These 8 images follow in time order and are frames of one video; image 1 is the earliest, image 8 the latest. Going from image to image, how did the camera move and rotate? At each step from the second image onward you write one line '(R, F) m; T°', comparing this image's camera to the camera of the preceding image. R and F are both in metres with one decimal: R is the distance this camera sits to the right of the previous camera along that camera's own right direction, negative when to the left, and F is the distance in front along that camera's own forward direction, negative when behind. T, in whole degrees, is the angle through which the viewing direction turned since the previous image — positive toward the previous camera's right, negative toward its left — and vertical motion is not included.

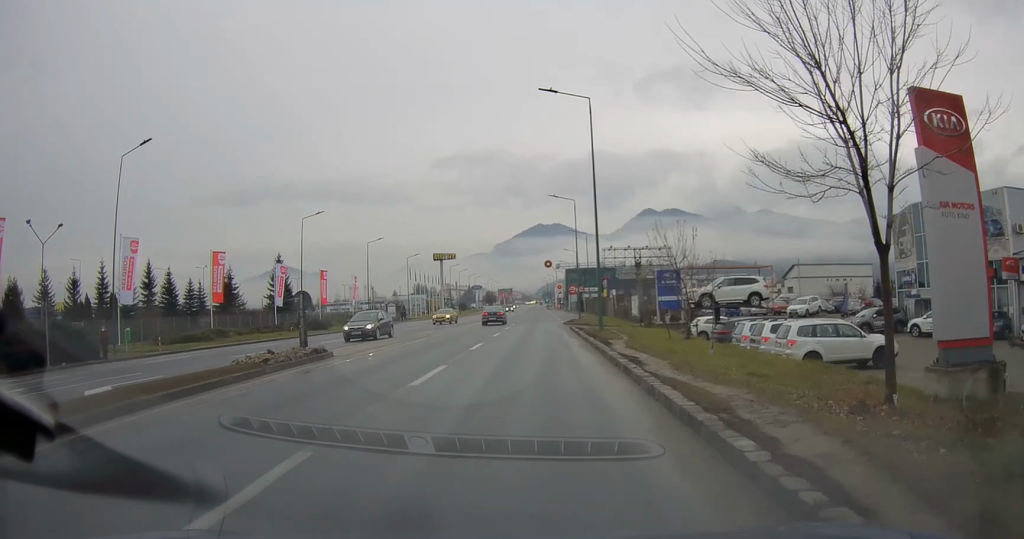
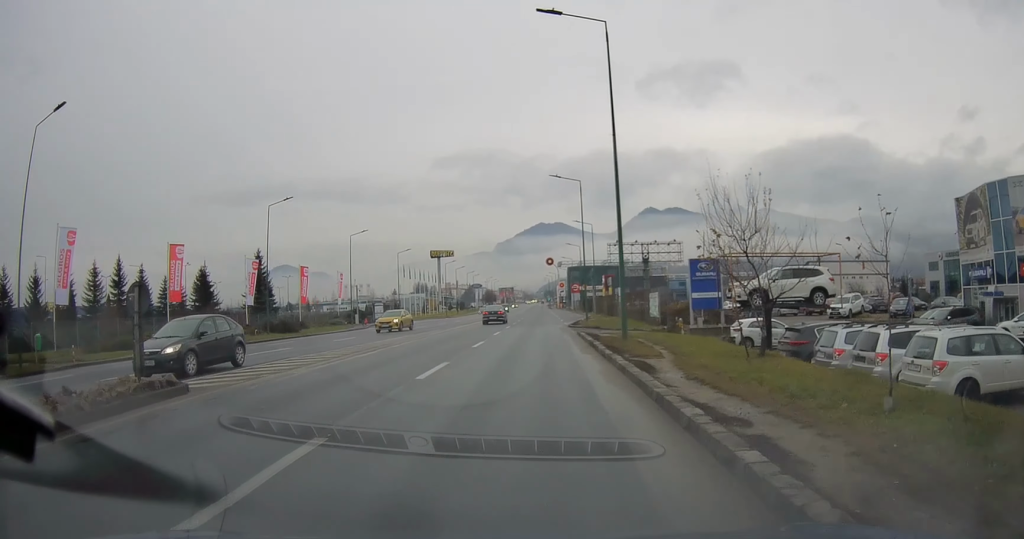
(+0.1, +8.2) m; 0°
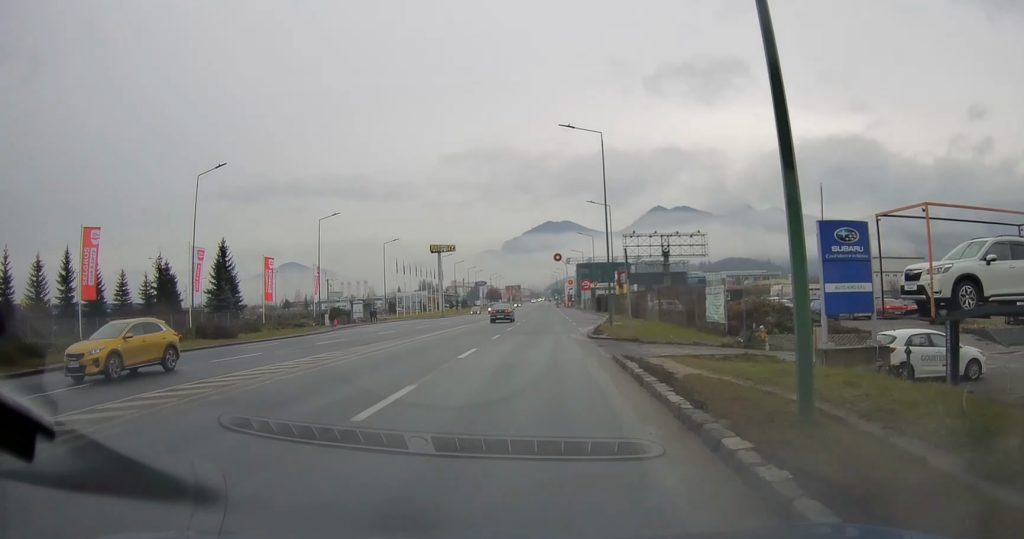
(0.0, +13.6) m; -1°
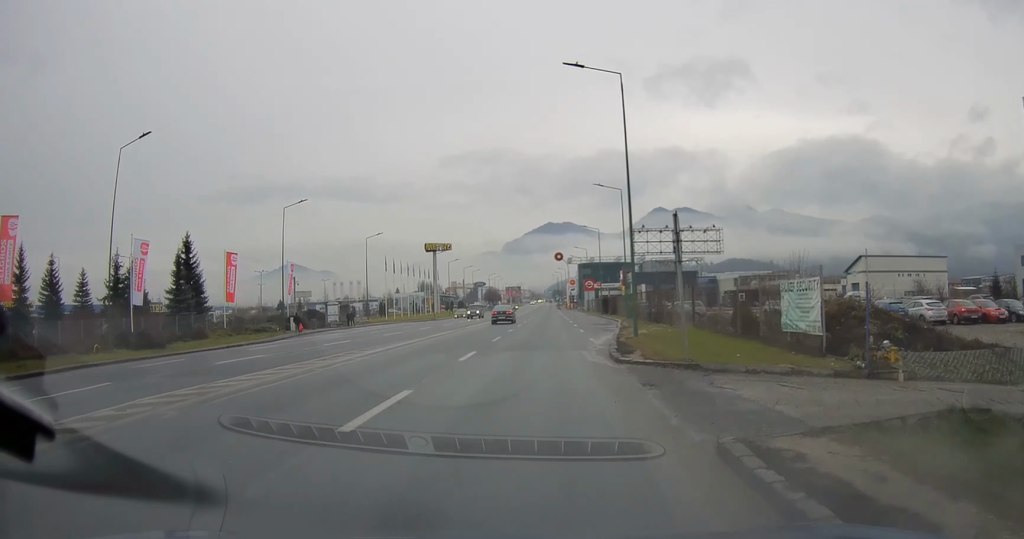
(-0.2, +9.6) m; -1°
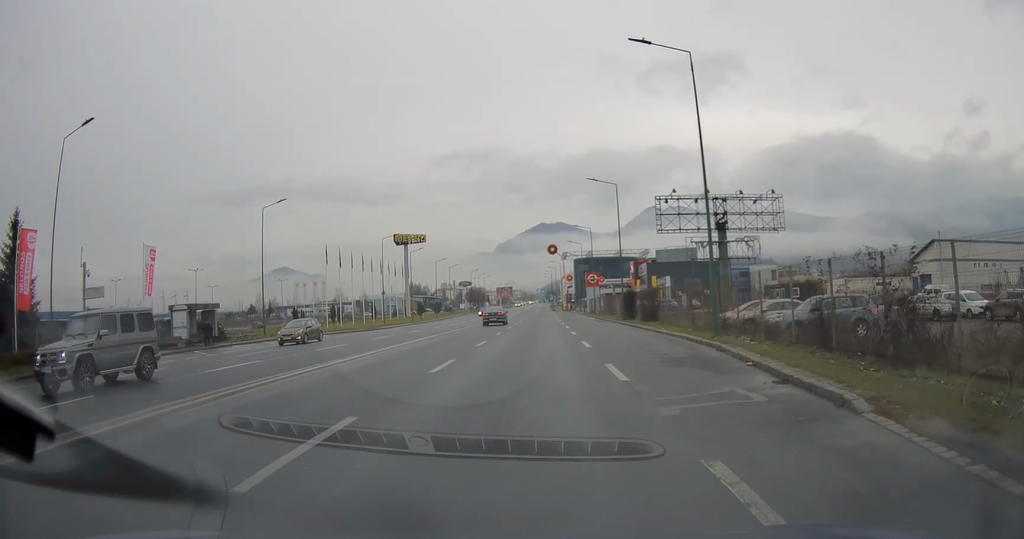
(+0.1, +29.8) m; 0°
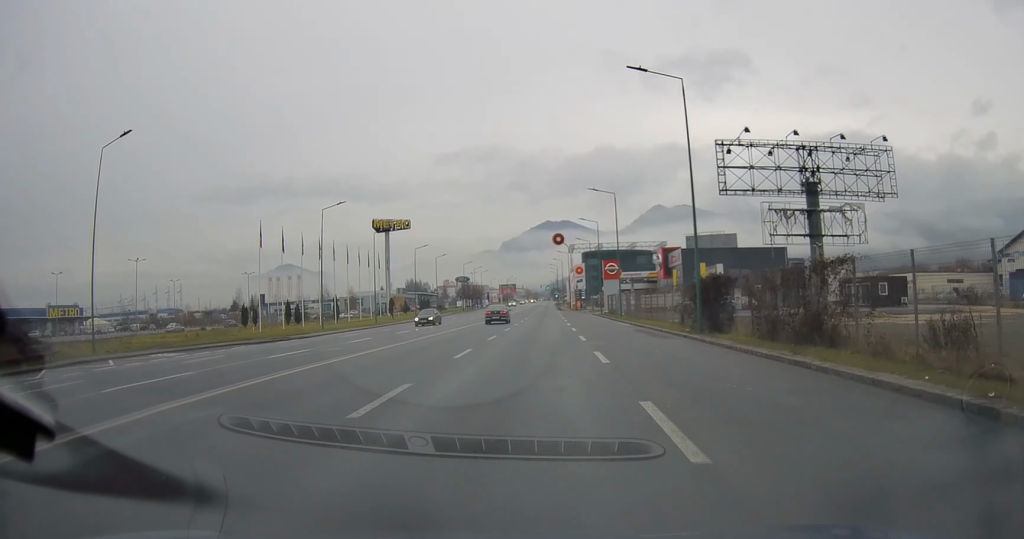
(+0.3, +23.9) m; 0°
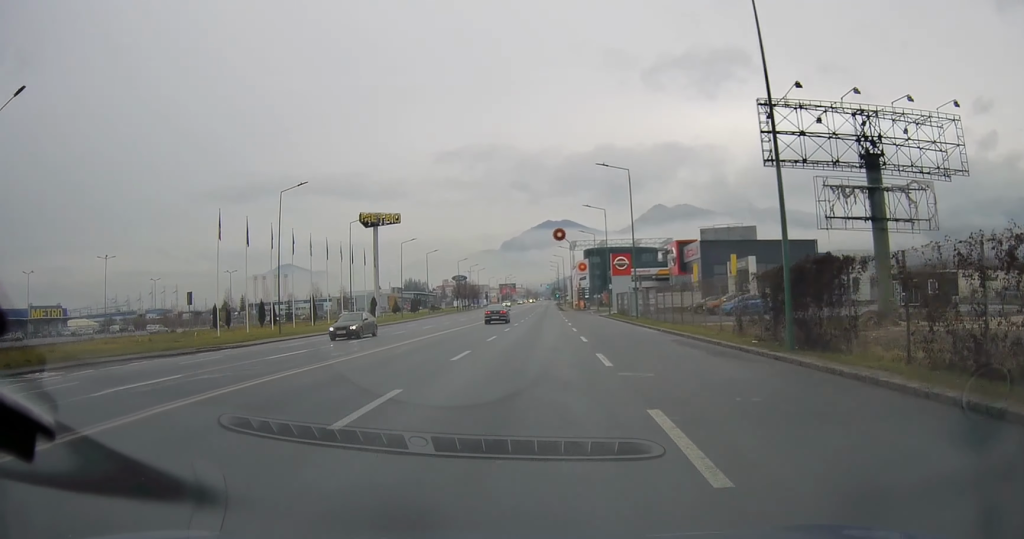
(-0.1, +9.8) m; -1°
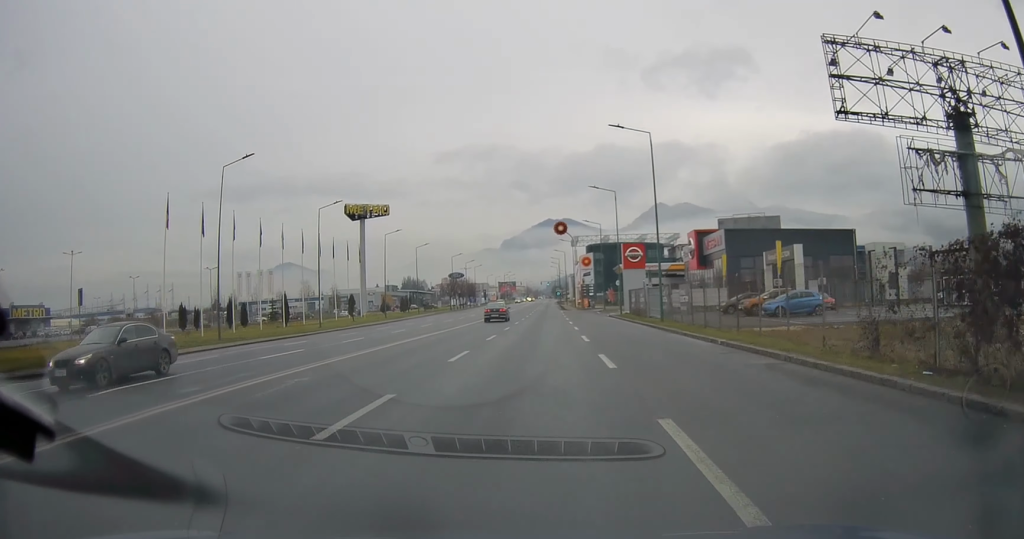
(-0.2, +9.8) m; -1°
